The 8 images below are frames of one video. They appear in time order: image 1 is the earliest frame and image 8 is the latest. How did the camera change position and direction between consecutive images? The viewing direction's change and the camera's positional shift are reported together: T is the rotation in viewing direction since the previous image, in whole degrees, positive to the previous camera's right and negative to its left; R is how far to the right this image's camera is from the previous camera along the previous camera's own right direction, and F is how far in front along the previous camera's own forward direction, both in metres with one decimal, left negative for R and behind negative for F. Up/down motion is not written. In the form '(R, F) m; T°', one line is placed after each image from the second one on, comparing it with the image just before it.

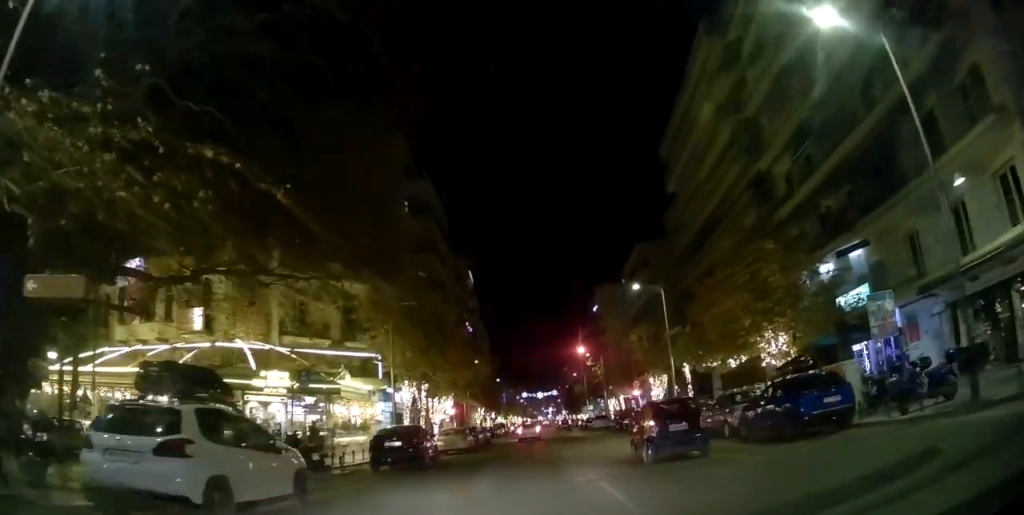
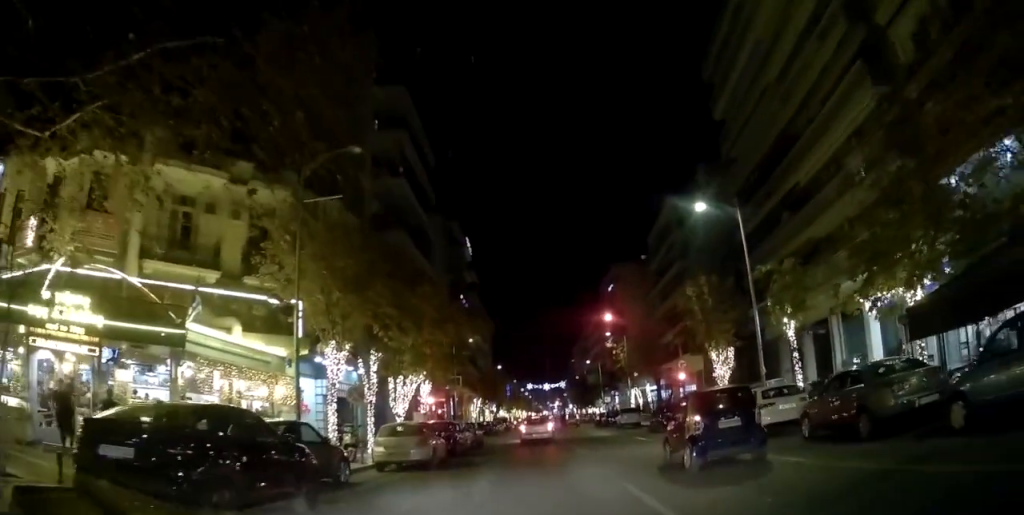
(-0.8, +12.8) m; -8°
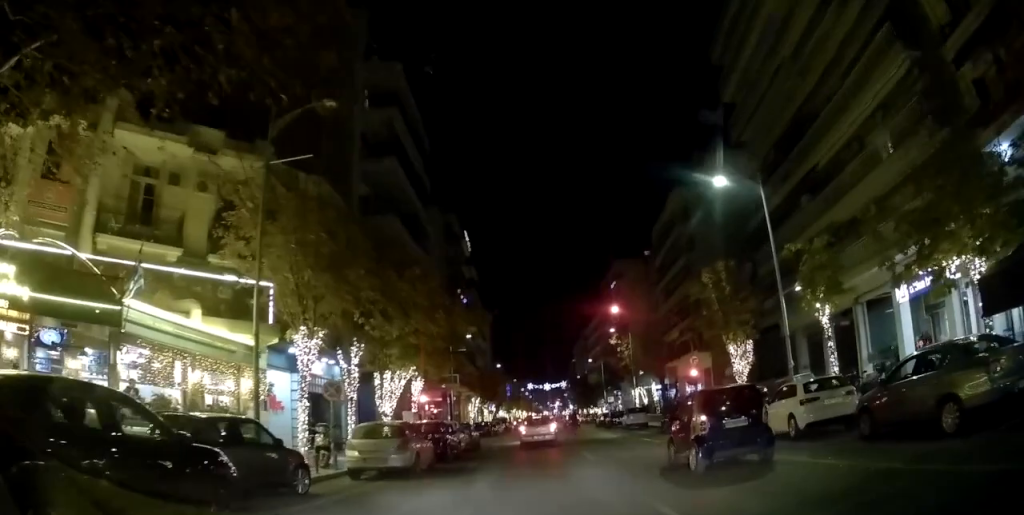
(0.0, +2.4) m; 0°
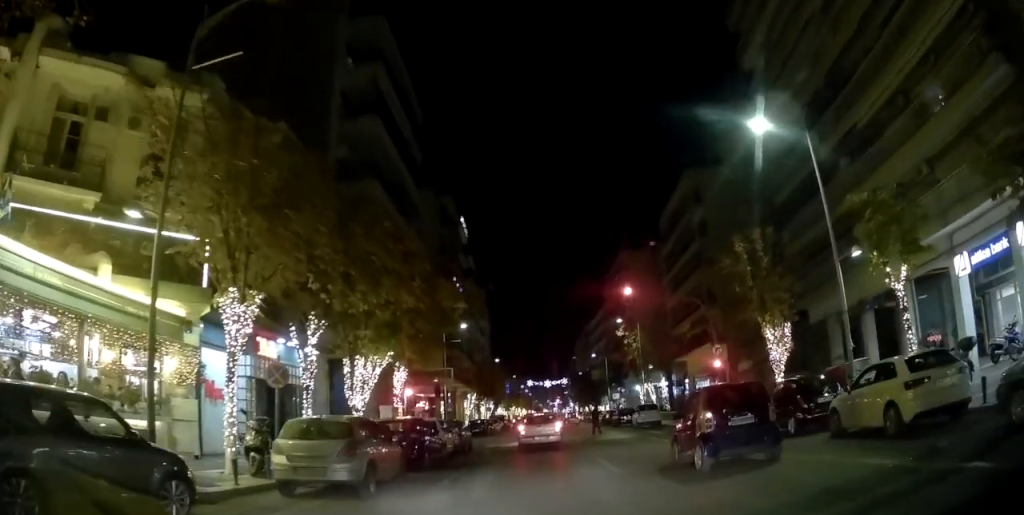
(0.0, +3.7) m; +1°
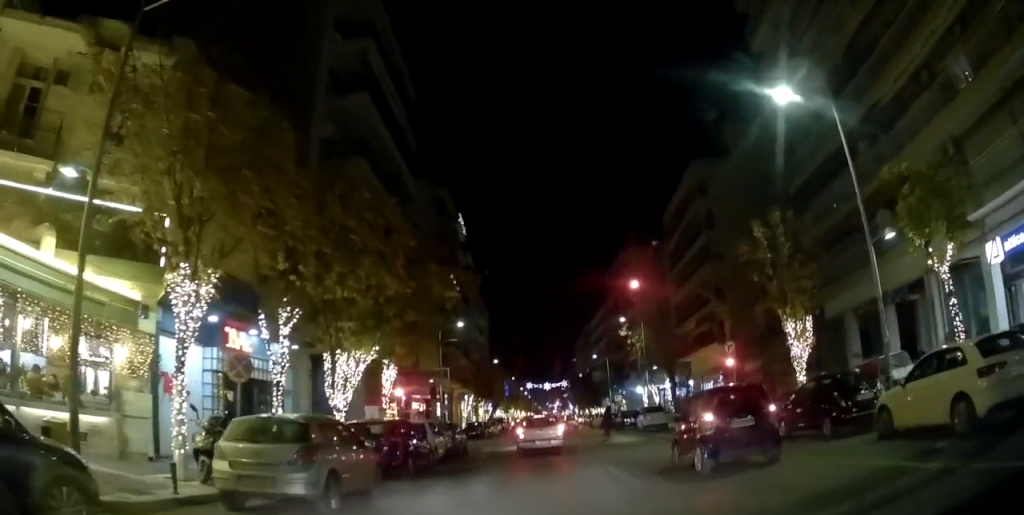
(0.0, +1.7) m; +1°
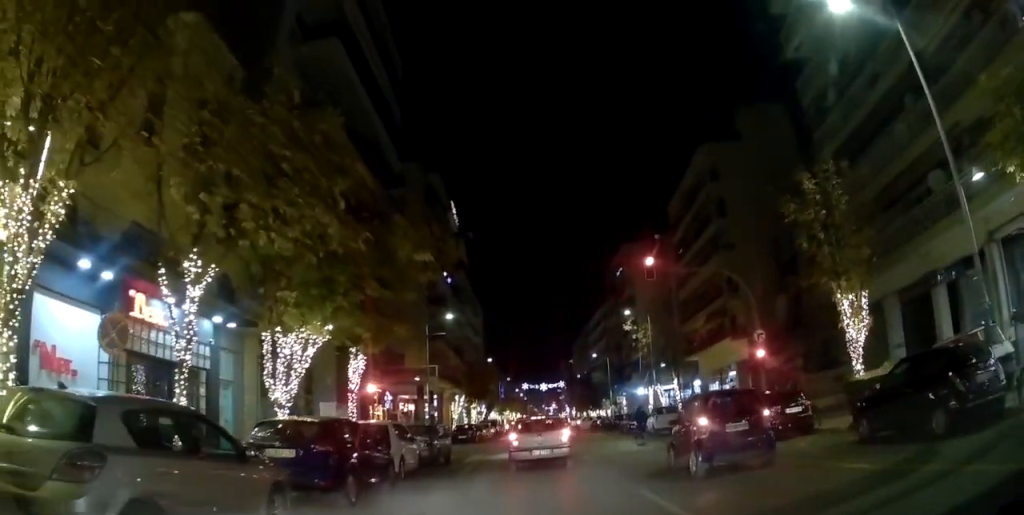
(0.0, +3.1) m; -6°
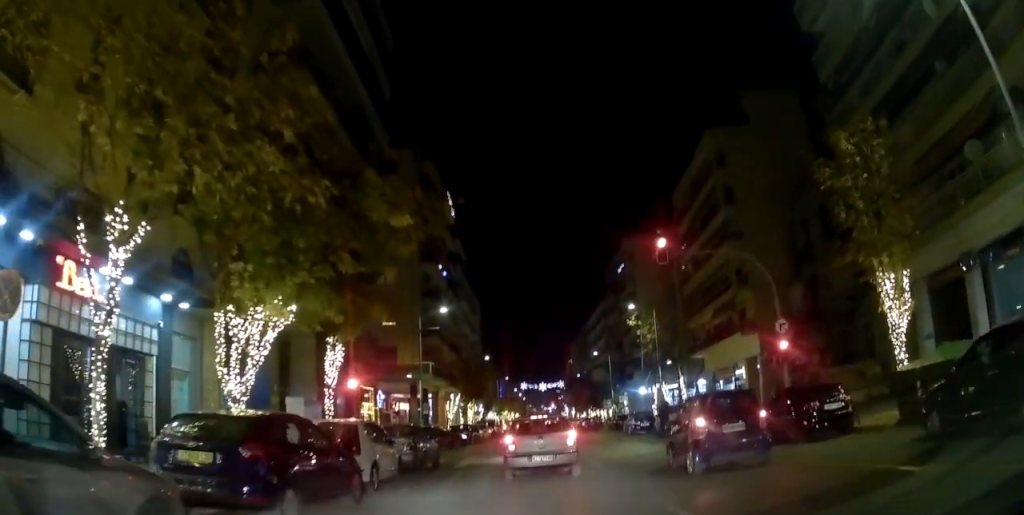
(-0.2, +1.8) m; -8°
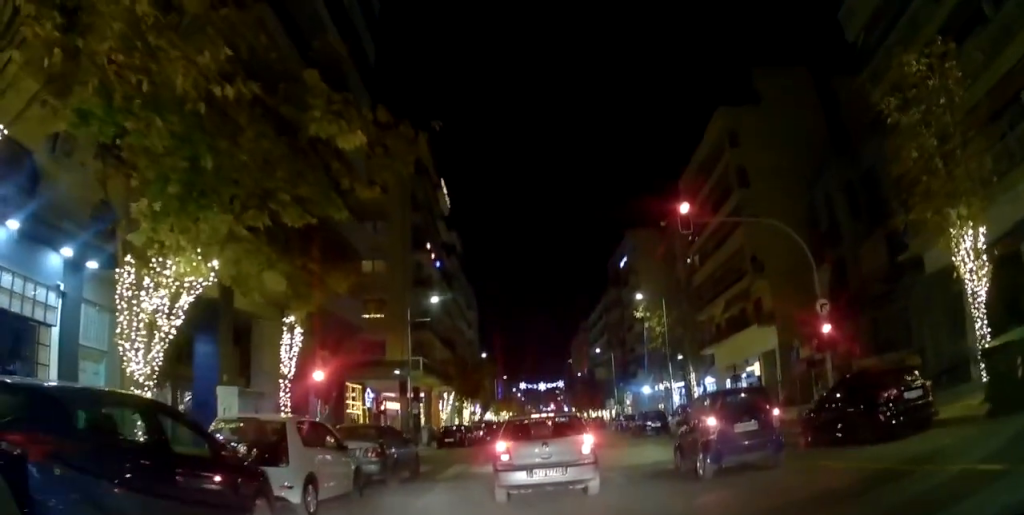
(0.0, +1.3) m; 0°
